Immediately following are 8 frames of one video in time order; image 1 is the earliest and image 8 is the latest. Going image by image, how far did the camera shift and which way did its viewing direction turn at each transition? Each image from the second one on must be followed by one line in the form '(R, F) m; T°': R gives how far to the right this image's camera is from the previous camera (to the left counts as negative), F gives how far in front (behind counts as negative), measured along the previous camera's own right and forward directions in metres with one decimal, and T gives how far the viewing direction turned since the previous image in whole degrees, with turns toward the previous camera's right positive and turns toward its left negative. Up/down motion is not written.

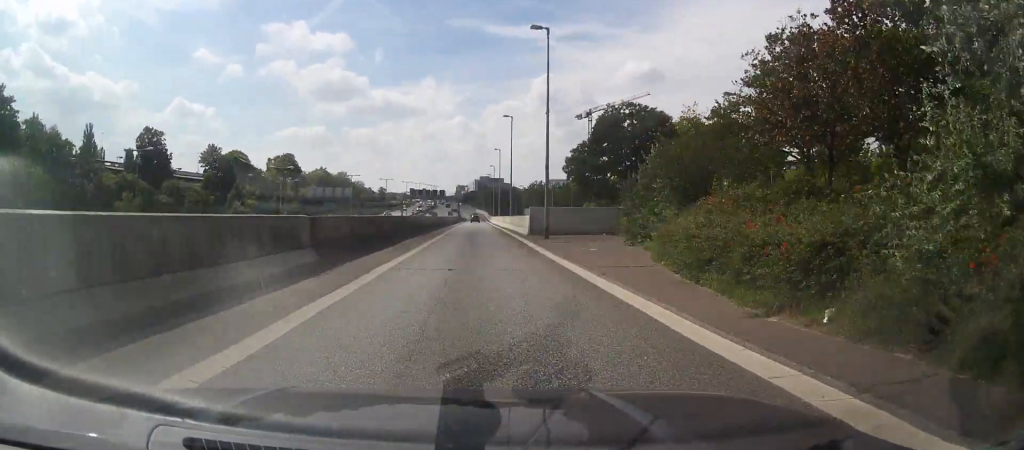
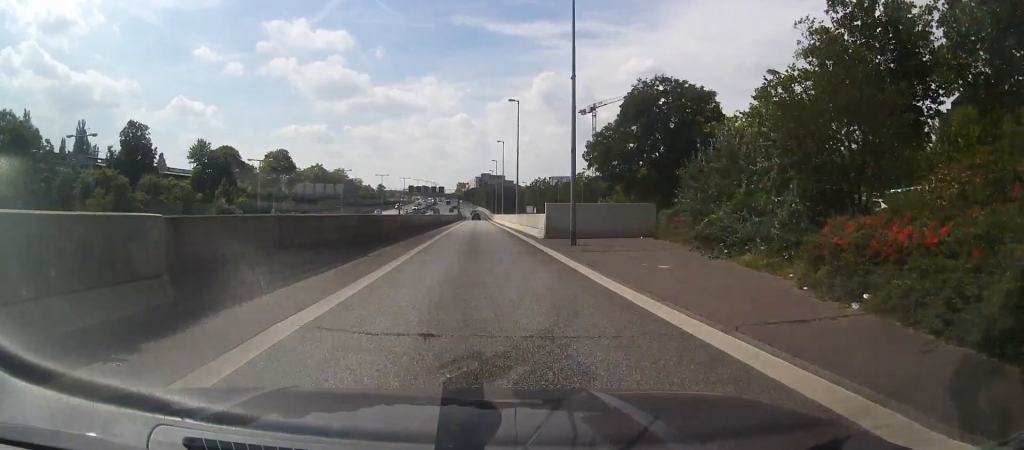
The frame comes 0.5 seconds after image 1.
(+0.1, +7.6) m; -1°
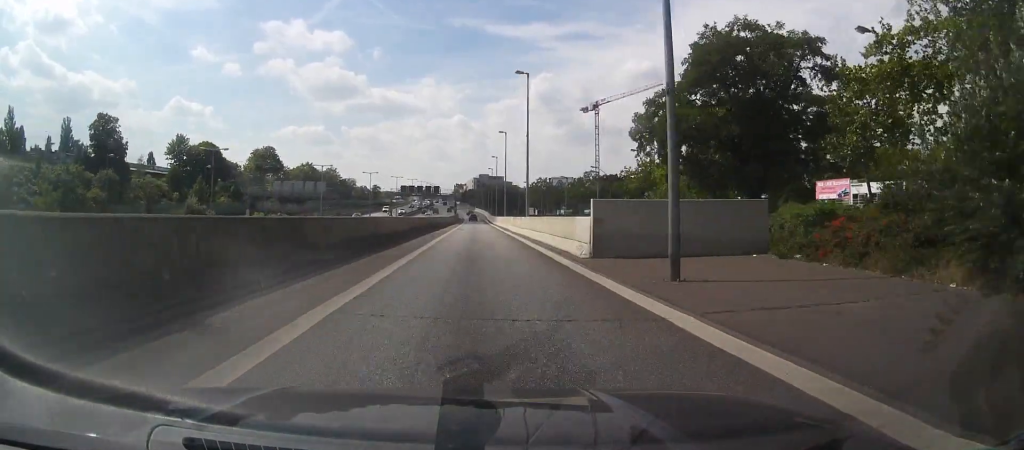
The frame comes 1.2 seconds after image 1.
(-0.3, +11.6) m; 0°
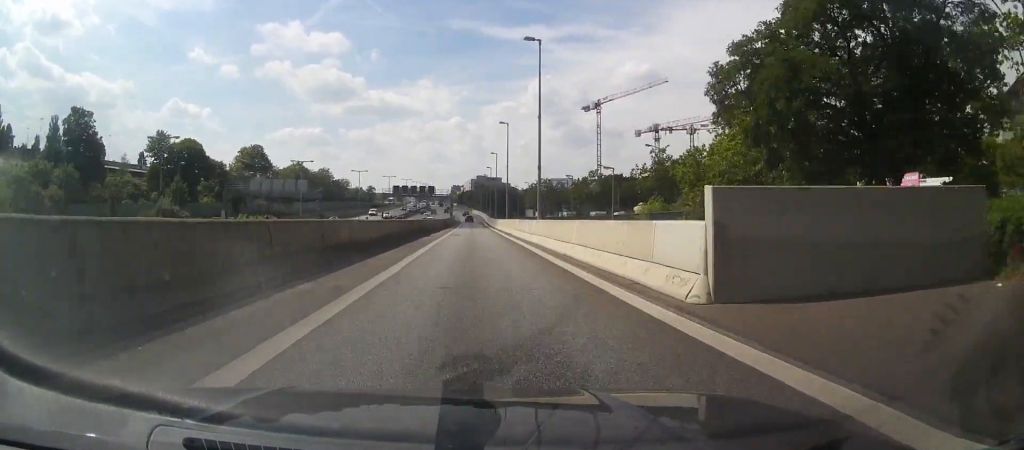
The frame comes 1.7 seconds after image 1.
(-0.1, +8.9) m; 0°
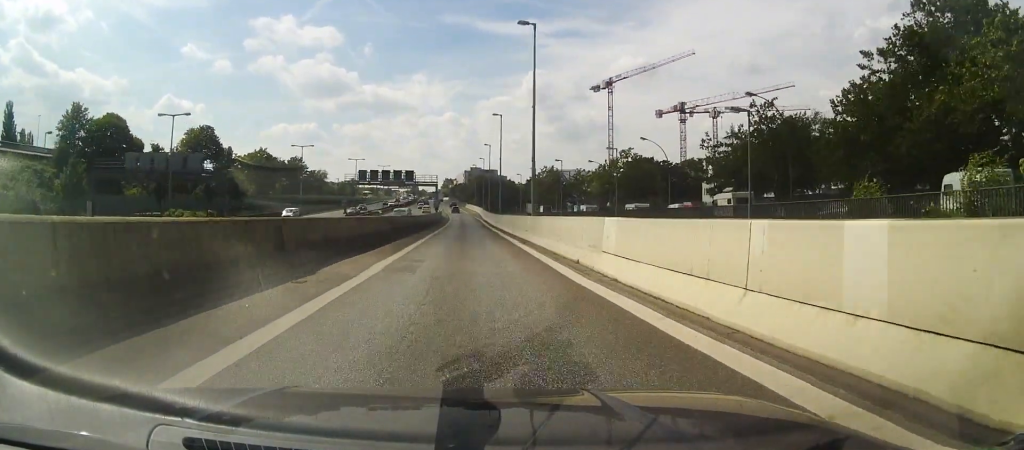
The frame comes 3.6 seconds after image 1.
(+1.0, +32.1) m; +2°
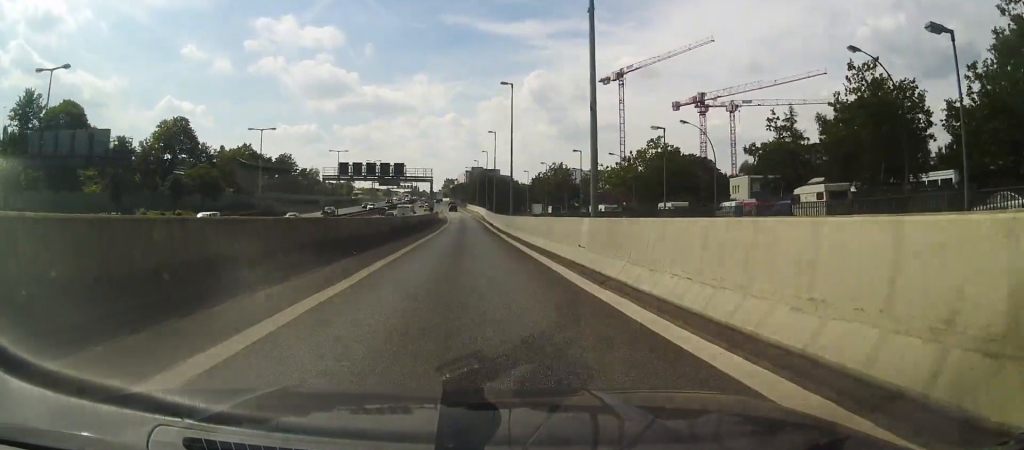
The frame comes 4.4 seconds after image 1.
(+0.1, +15.1) m; 0°
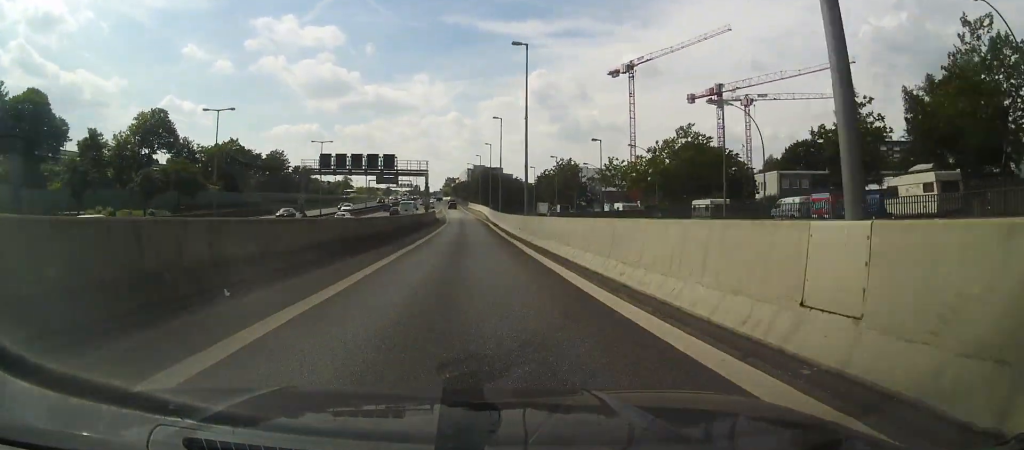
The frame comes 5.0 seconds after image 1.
(0.0, +11.0) m; -1°
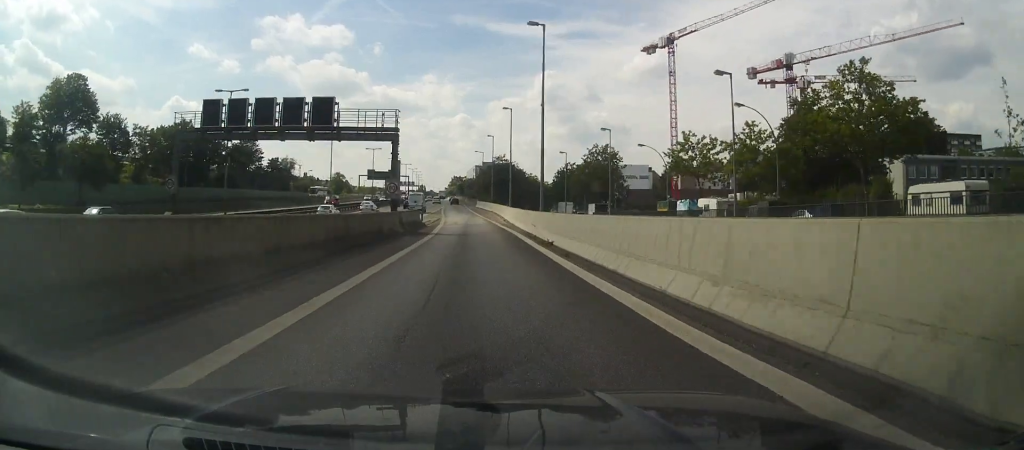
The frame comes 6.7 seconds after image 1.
(-0.6, +32.6) m; -1°
